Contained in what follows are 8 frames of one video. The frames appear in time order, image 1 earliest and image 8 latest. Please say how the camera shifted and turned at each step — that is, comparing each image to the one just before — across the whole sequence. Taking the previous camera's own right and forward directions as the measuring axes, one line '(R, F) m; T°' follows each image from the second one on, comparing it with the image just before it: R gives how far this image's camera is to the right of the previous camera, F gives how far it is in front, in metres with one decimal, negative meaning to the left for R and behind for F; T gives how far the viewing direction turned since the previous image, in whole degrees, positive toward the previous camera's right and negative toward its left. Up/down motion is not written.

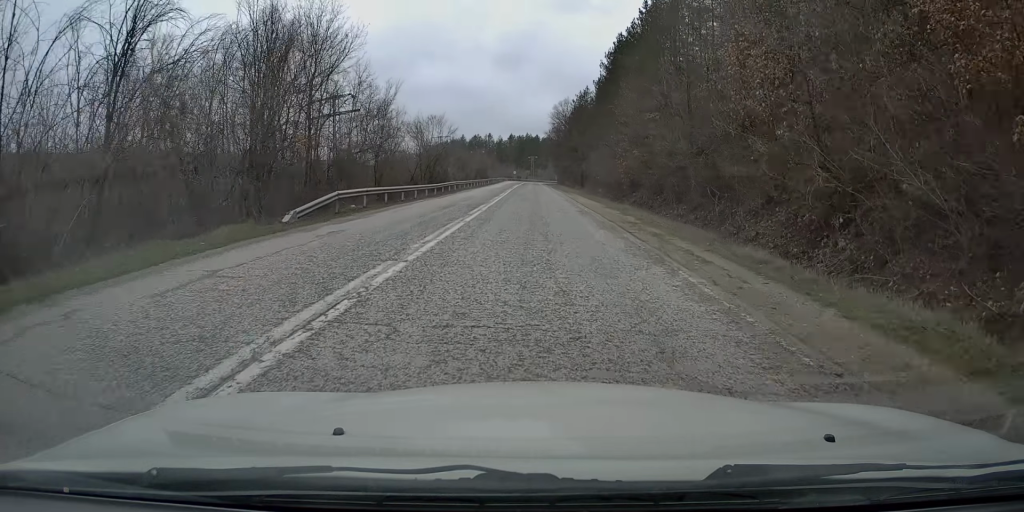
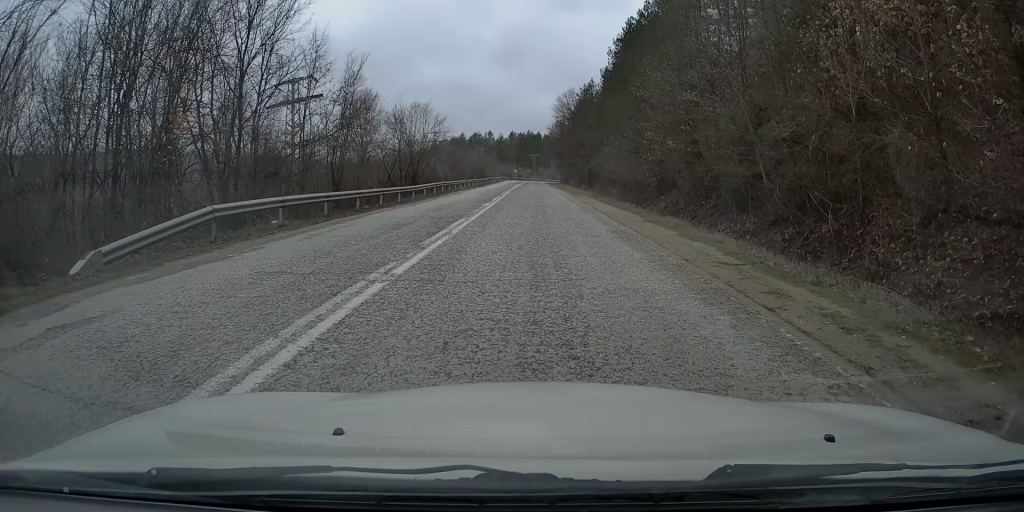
(0.0, +9.1) m; 0°
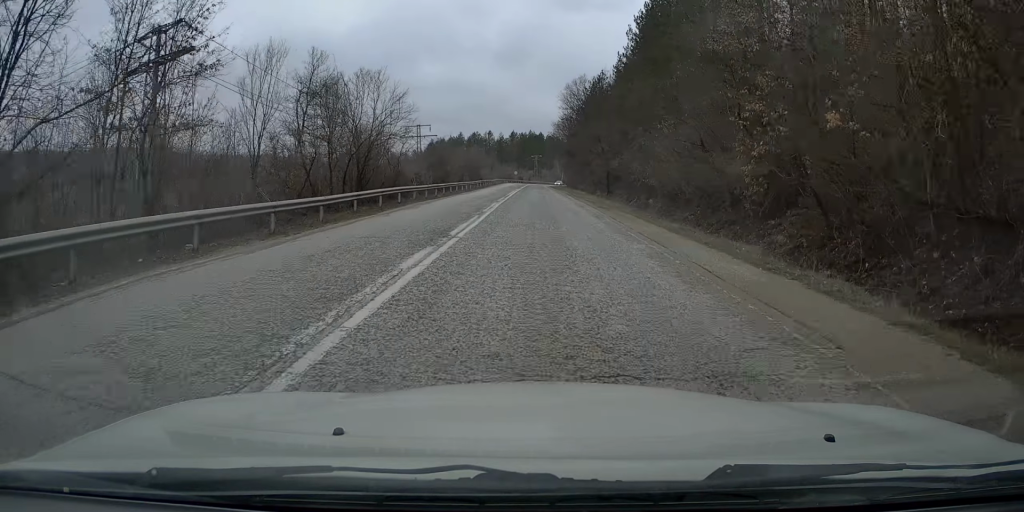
(+0.1, +16.1) m; +1°
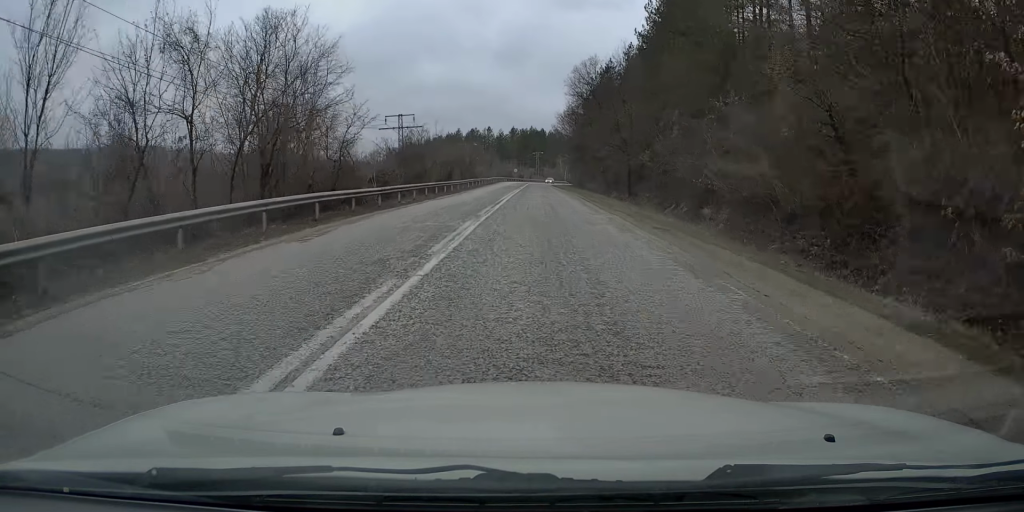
(+0.1, +12.1) m; 0°
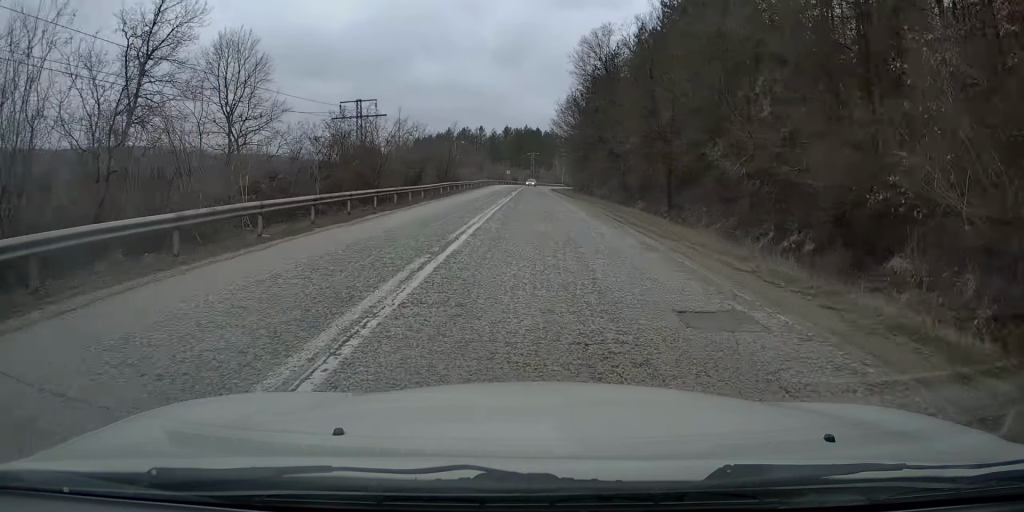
(0.0, +15.2) m; 0°
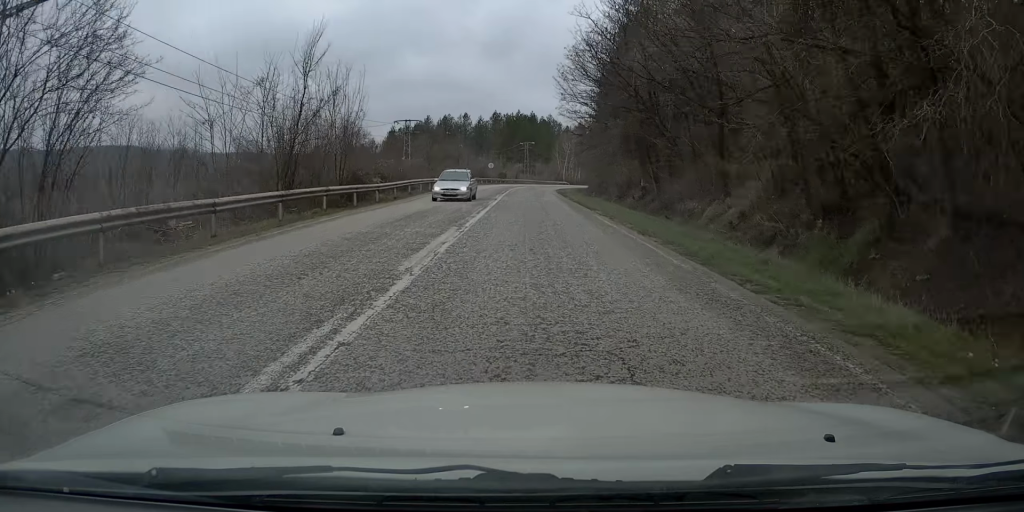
(+0.1, +39.6) m; +1°
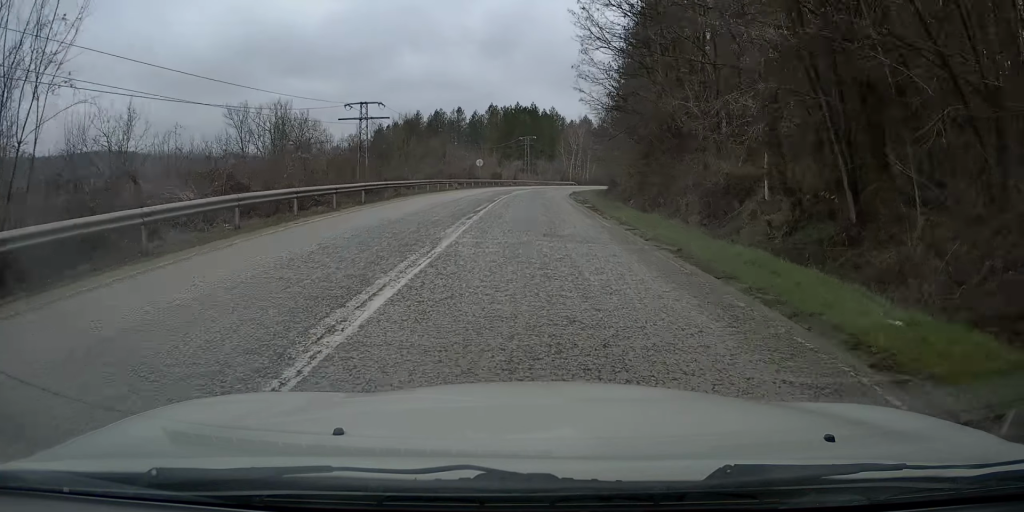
(-0.1, +21.2) m; -1°
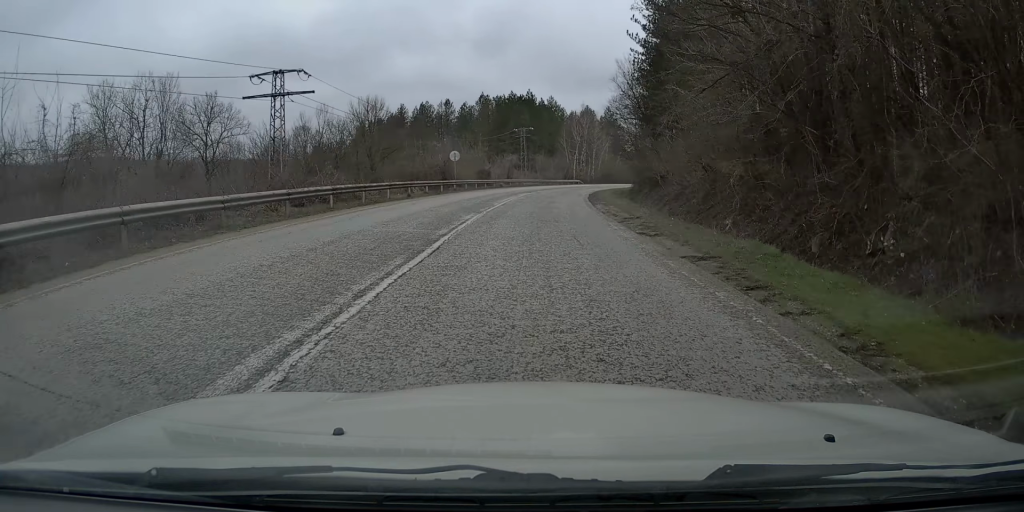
(-0.1, +19.4) m; 0°
